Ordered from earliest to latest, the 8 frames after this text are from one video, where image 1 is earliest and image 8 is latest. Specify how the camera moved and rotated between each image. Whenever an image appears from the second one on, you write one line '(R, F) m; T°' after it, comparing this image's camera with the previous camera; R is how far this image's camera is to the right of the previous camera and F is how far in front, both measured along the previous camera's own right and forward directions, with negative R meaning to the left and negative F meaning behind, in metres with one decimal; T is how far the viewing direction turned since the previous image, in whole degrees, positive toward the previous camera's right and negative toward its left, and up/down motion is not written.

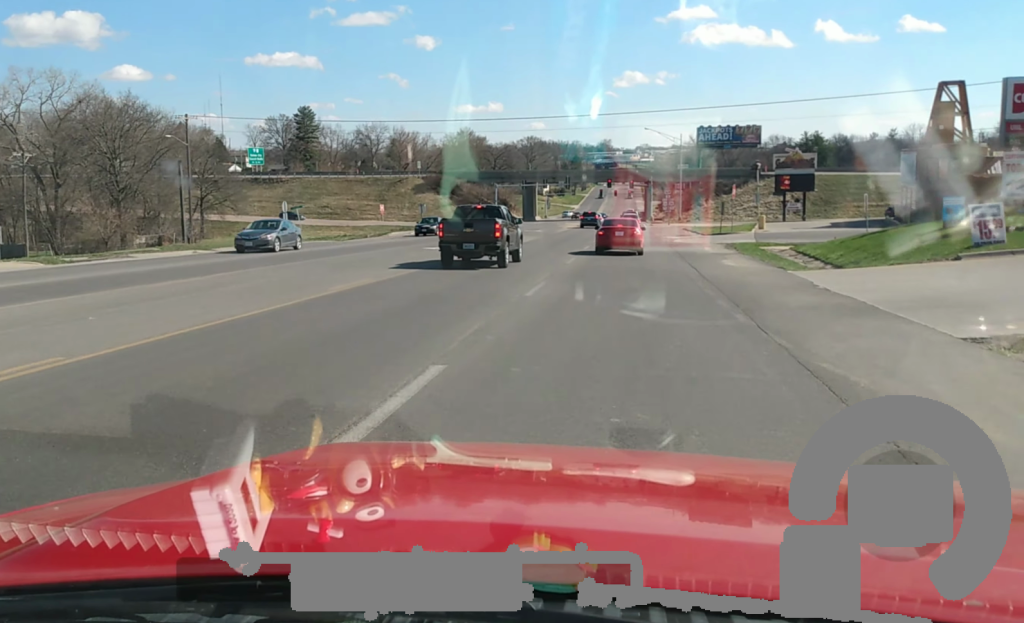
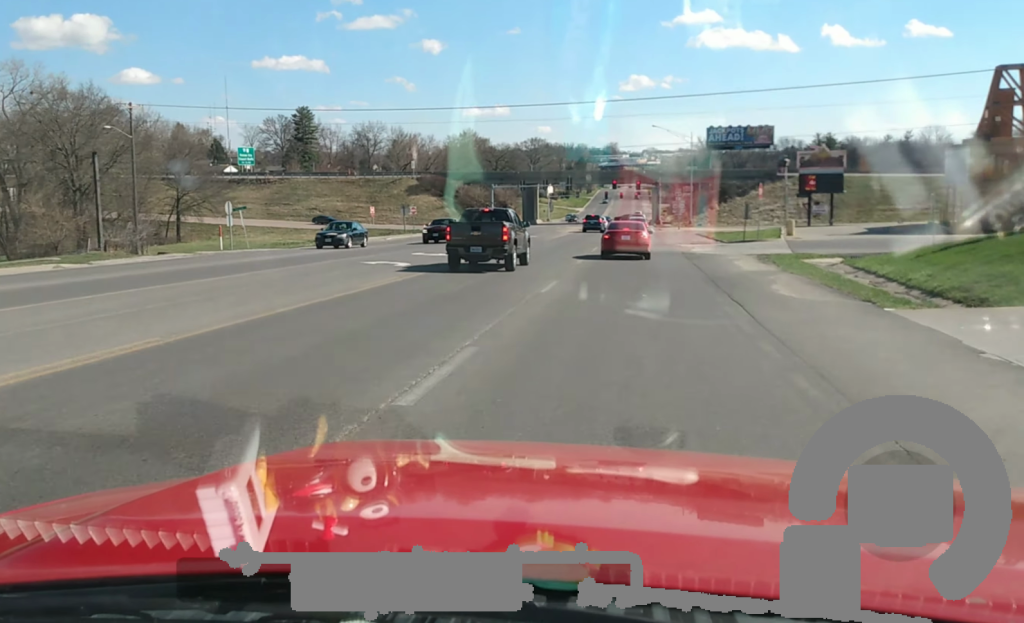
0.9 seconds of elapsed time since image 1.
(-0.1, +10.6) m; -1°
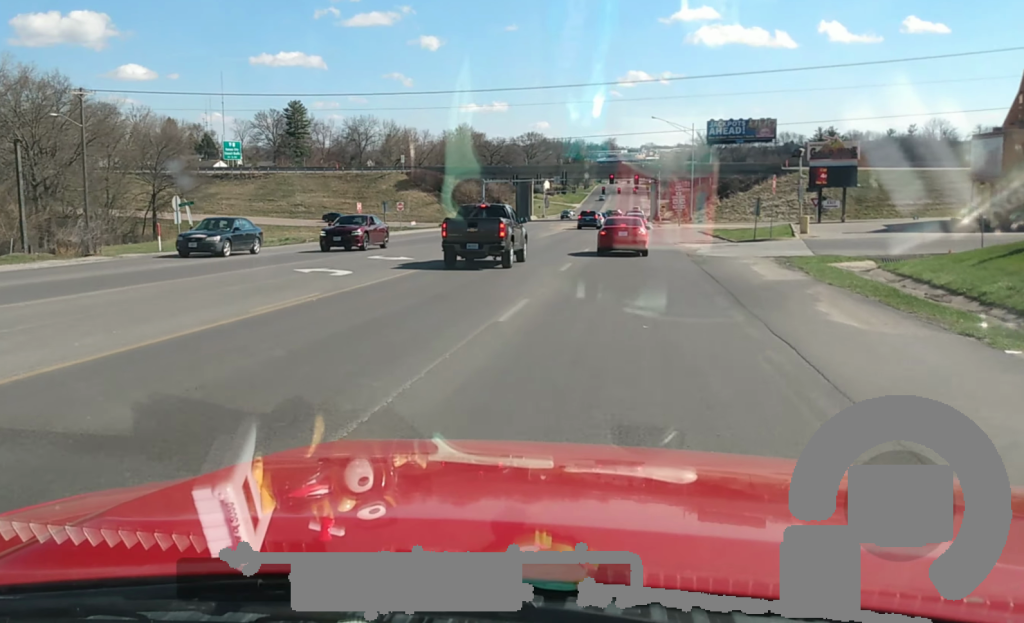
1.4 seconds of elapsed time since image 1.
(-0.2, +5.8) m; 0°
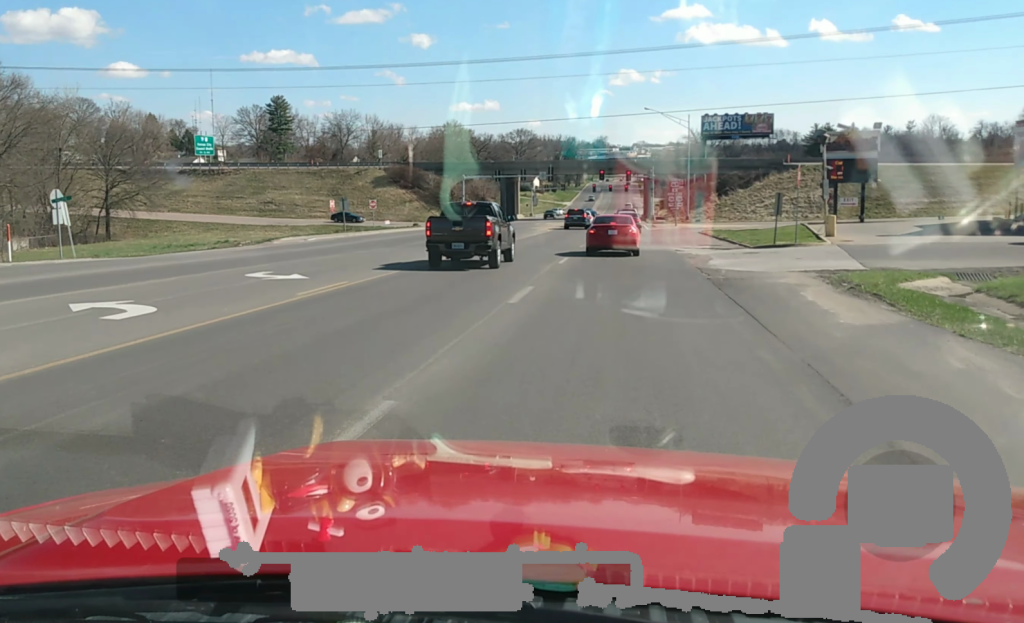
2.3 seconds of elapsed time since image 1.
(+0.2, +9.4) m; 0°
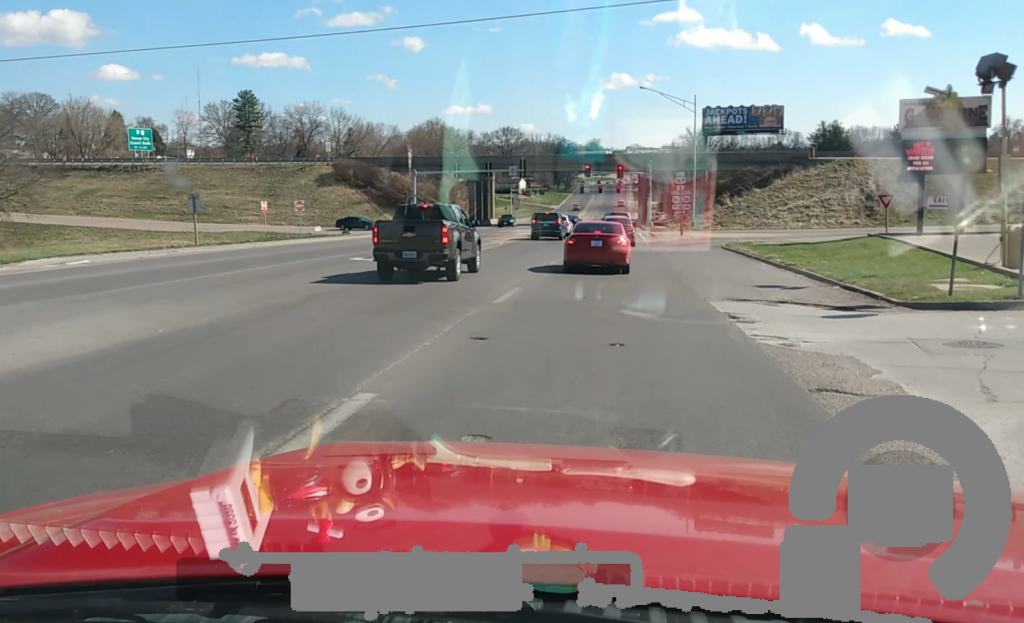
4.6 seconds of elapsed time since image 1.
(-0.2, +22.9) m; -1°
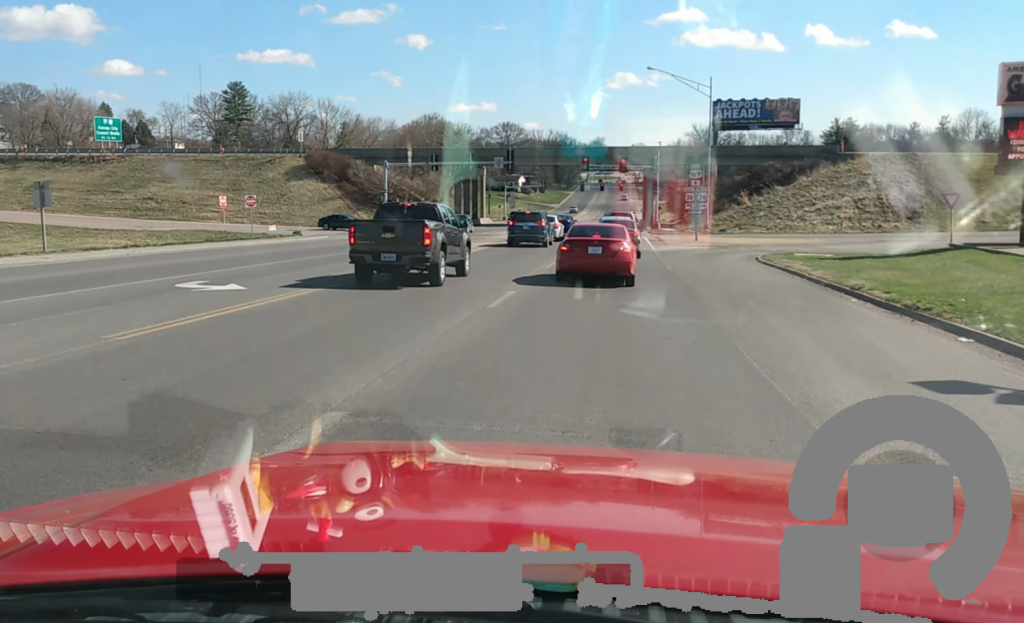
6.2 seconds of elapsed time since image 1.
(-0.1, +12.9) m; 0°
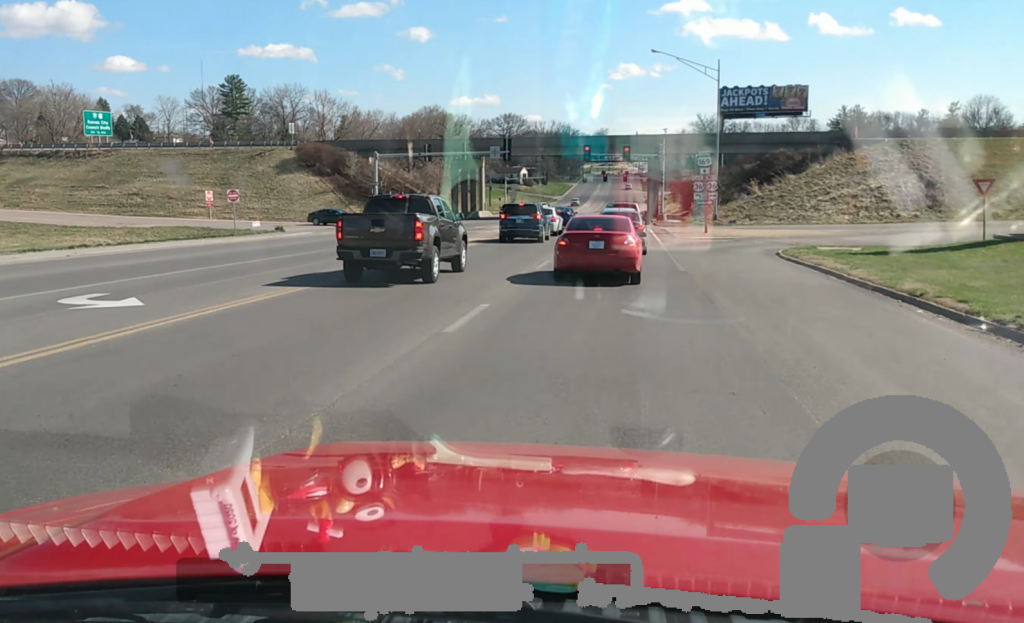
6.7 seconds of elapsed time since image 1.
(0.0, +3.9) m; 0°
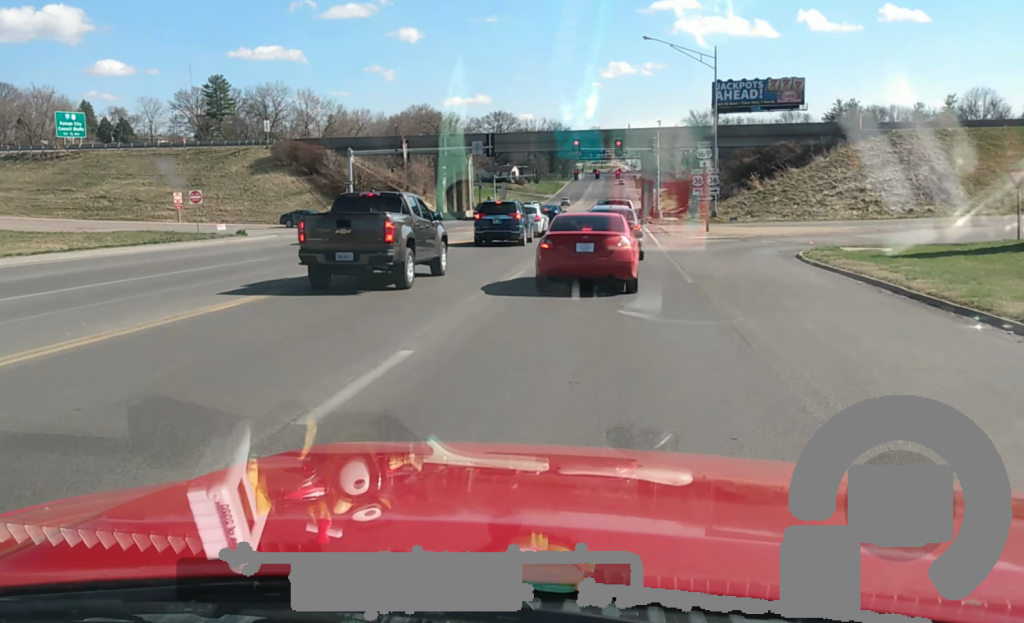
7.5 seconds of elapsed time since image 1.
(-0.1, +4.8) m; 0°
